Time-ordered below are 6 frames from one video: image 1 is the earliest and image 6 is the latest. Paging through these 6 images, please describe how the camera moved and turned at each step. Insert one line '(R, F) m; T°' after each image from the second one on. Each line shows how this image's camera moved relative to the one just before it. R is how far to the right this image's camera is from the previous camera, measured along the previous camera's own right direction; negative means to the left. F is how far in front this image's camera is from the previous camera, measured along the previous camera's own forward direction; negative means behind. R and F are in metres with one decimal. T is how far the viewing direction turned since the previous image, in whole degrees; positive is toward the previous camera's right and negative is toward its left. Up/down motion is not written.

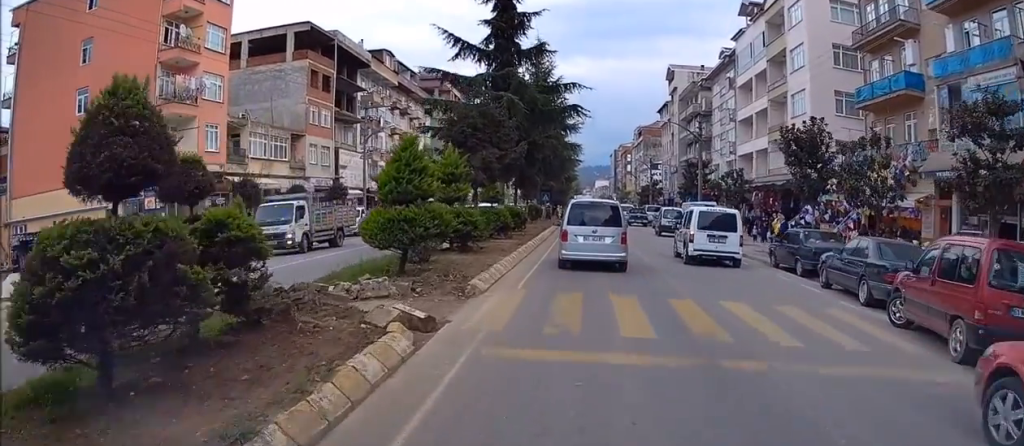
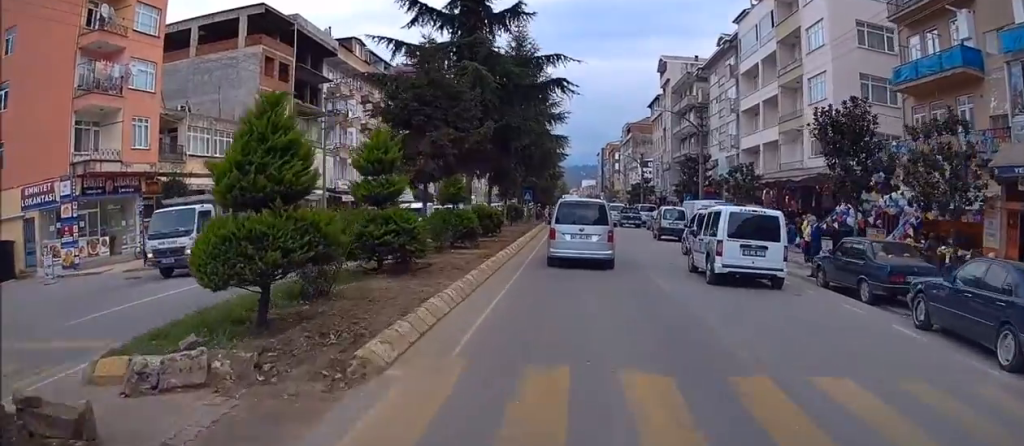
(0.0, +6.0) m; +3°
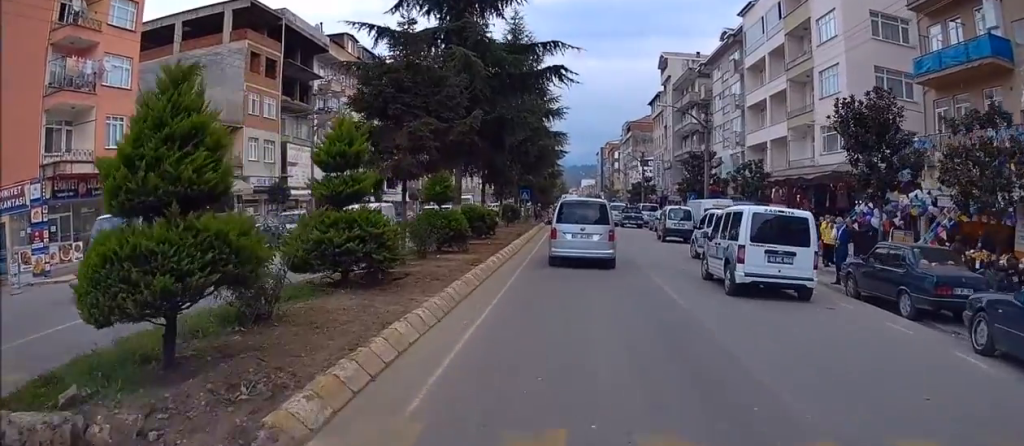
(0.0, +2.1) m; +1°
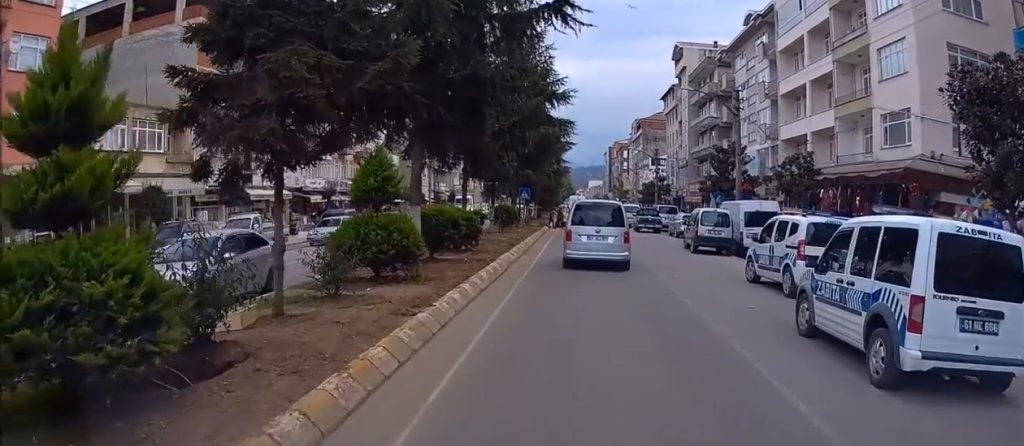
(+0.1, +7.2) m; -2°
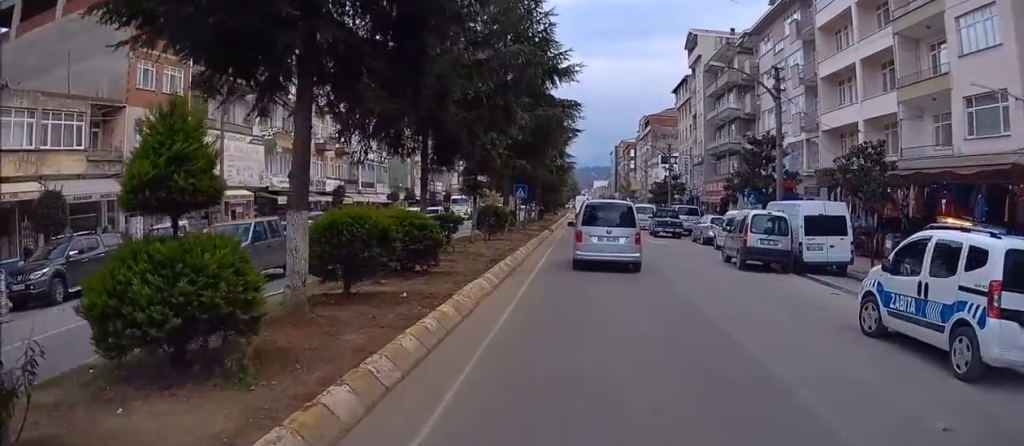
(-0.3, +7.1) m; -2°
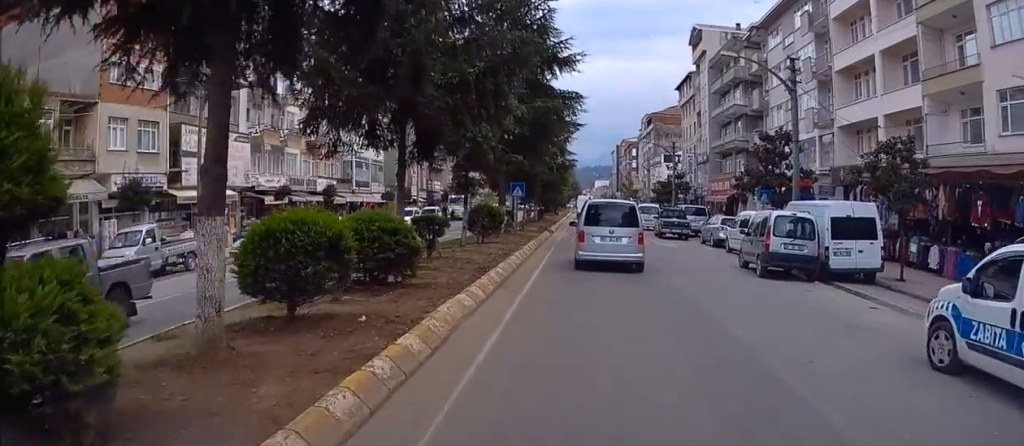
(0.0, +2.3) m; 0°
